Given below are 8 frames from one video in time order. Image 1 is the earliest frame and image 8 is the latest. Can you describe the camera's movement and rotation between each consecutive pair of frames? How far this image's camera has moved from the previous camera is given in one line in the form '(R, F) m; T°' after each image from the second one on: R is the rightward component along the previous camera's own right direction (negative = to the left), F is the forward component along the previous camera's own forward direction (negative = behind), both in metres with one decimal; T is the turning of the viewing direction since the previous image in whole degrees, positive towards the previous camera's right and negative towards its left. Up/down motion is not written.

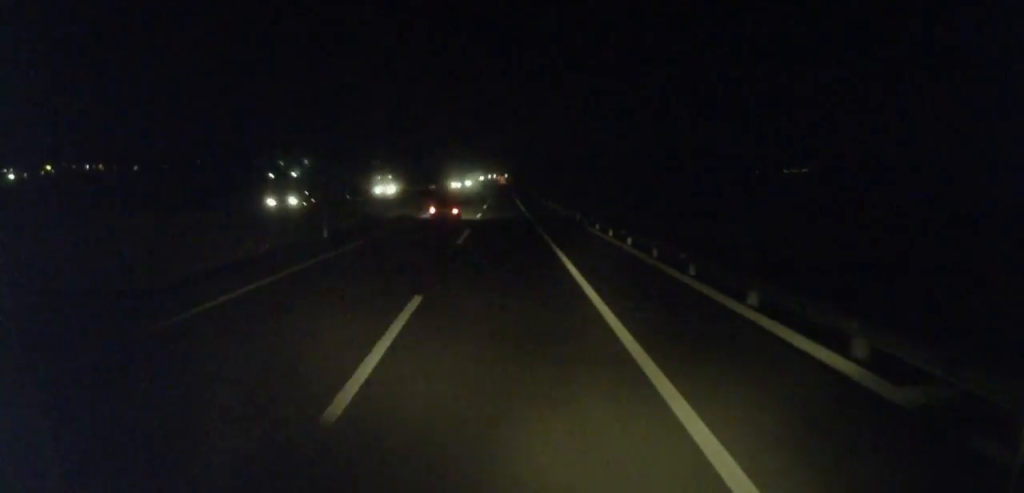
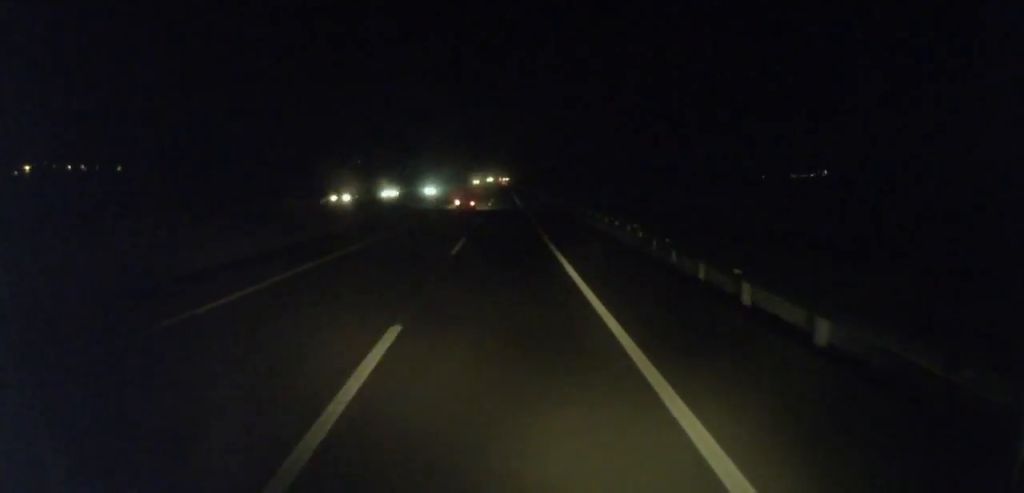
(-0.2, +70.4) m; 0°
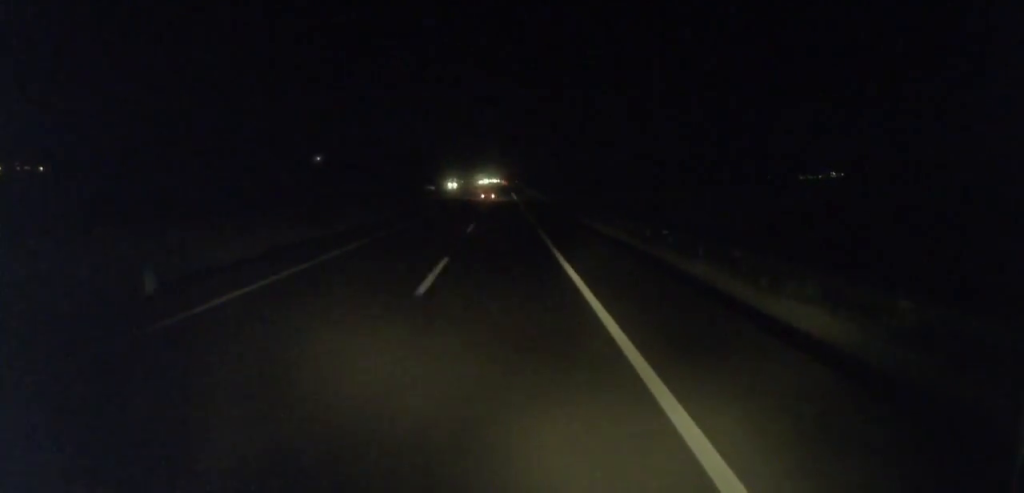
(0.0, +92.8) m; 0°
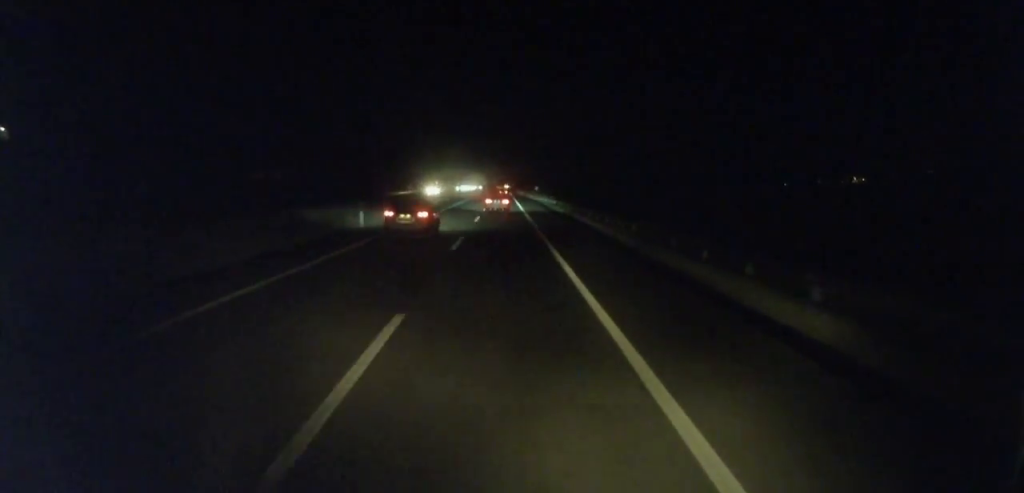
(-1.1, +230.3) m; 0°
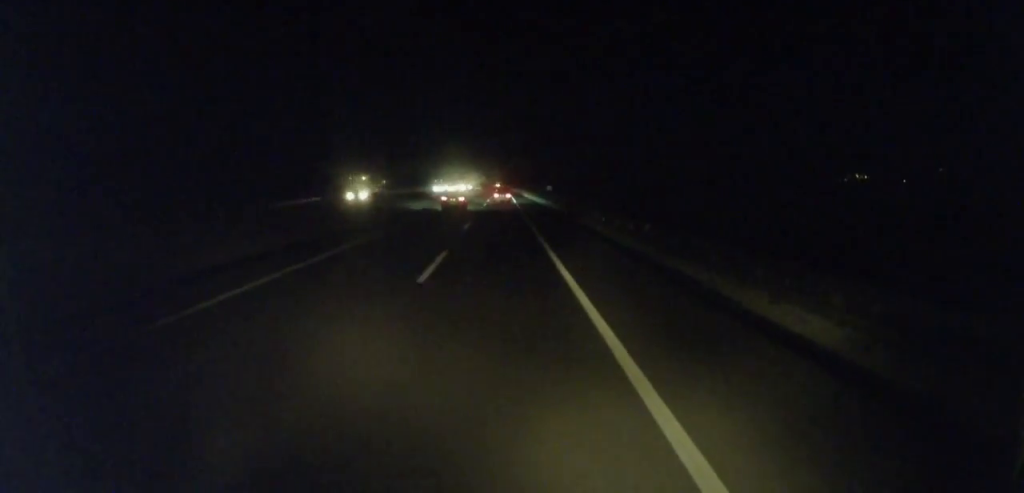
(+0.2, +41.6) m; 0°
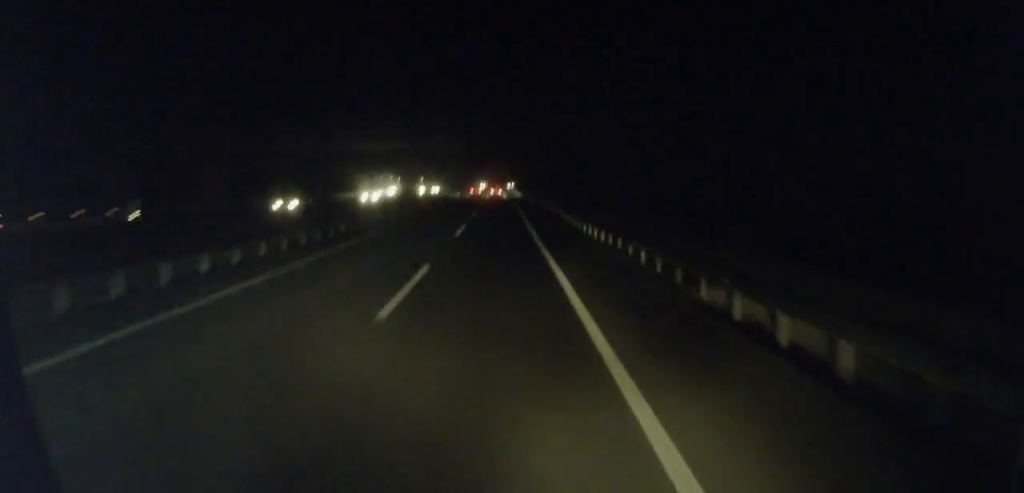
(+0.5, +89.6) m; 0°
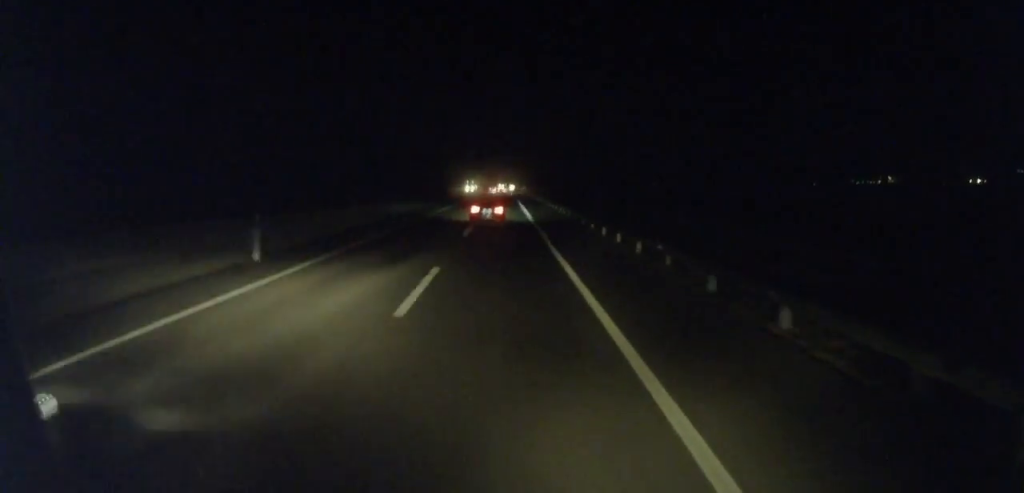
(-0.7, +102.3) m; 0°
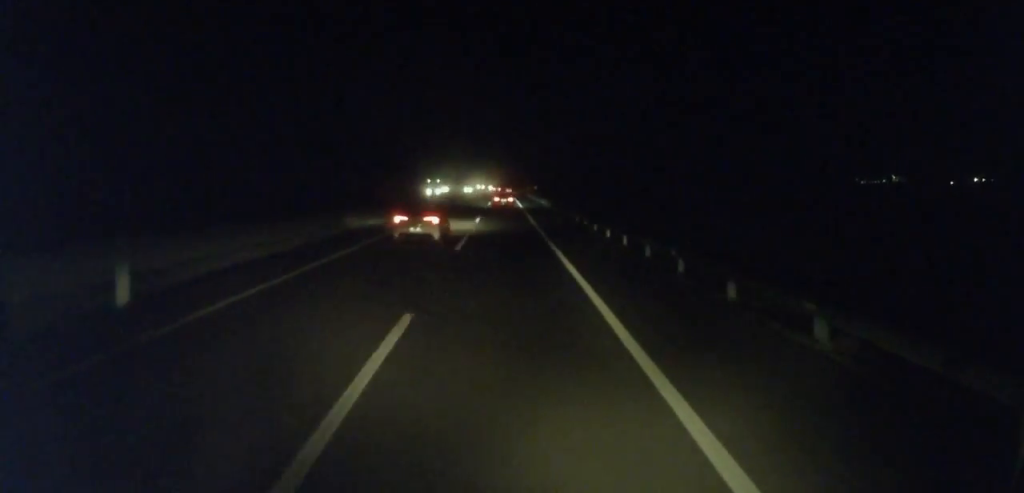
(-0.2, +57.4) m; 0°
